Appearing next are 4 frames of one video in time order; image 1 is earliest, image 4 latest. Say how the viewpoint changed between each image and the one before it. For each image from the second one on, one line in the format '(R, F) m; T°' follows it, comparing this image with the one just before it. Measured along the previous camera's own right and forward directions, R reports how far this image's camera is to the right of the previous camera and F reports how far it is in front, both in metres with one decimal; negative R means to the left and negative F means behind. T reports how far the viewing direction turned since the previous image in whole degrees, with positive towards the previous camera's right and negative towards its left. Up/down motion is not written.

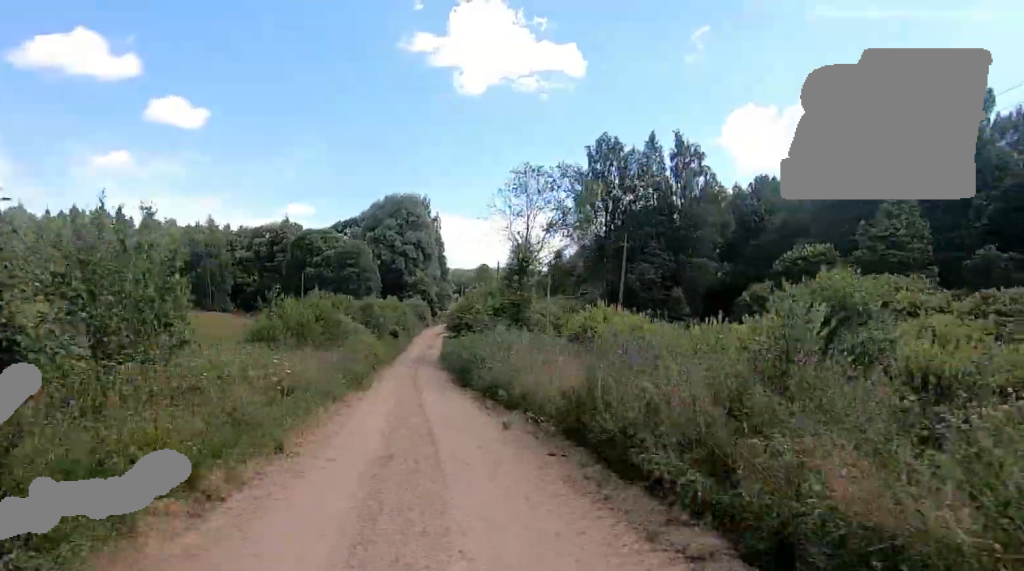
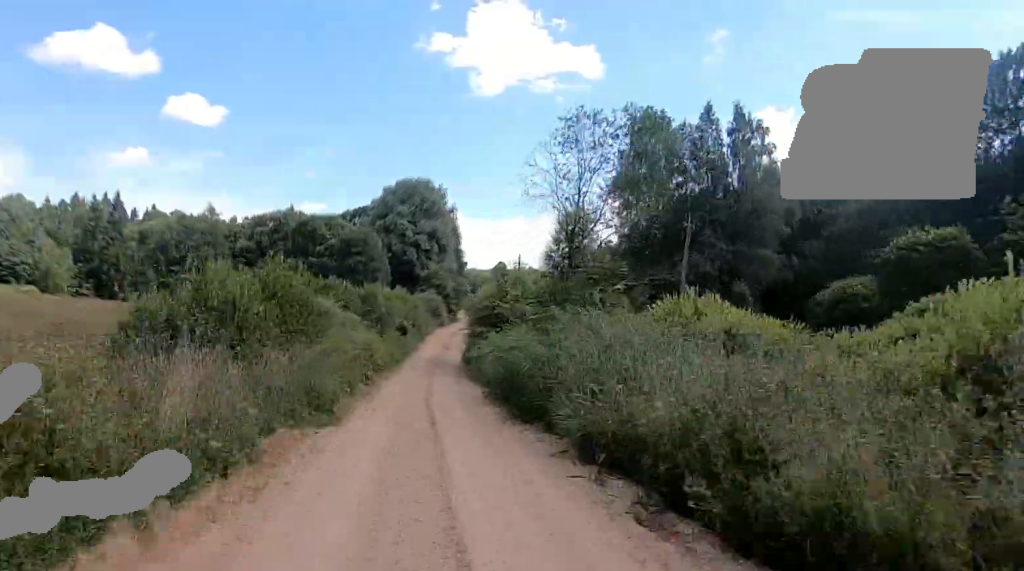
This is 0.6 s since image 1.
(-0.7, +9.1) m; -1°
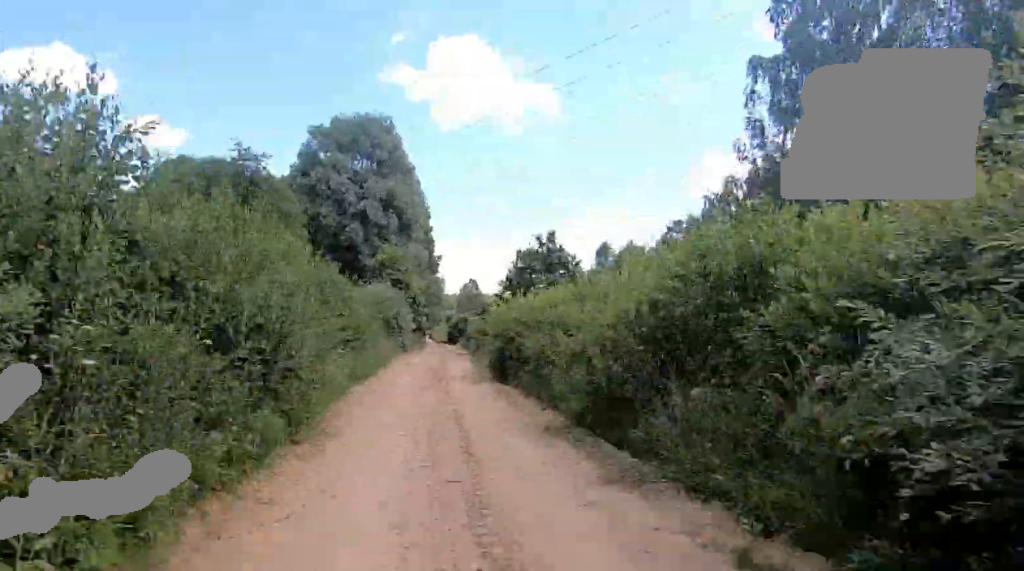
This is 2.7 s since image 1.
(+0.1, +36.6) m; +2°
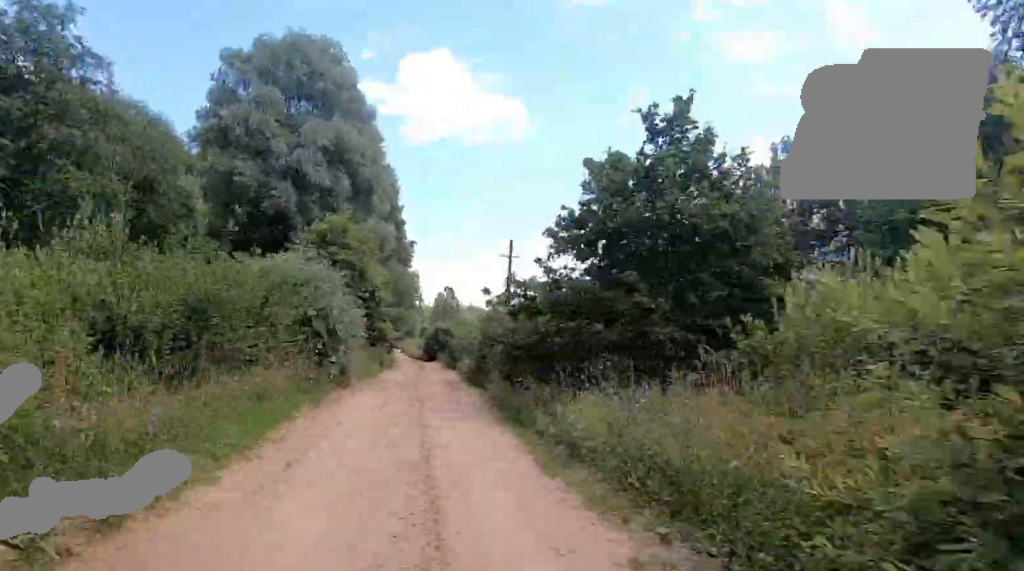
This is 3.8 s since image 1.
(-0.1, +17.8) m; 0°
